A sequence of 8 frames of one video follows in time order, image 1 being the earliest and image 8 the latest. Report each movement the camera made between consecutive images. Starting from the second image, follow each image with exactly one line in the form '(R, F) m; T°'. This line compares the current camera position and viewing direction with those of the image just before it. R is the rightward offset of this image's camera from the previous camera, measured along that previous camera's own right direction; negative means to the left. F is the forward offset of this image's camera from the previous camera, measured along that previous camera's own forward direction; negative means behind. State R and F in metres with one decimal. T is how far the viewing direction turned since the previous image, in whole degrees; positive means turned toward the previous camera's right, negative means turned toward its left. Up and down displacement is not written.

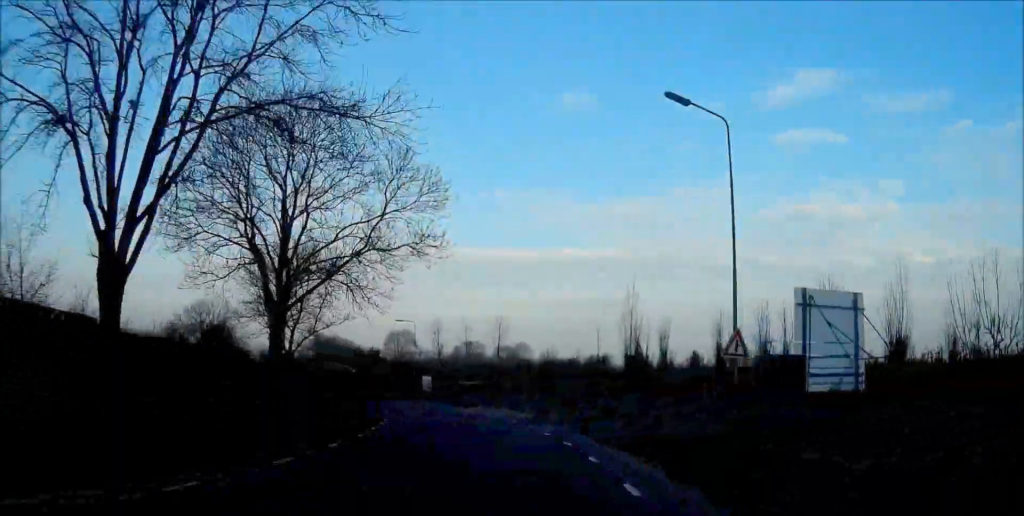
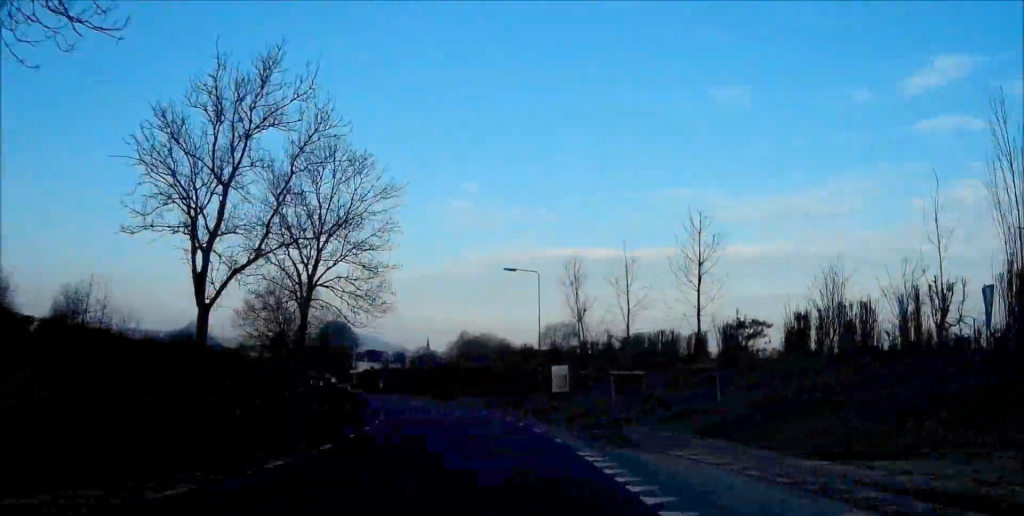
(-3.2, +34.6) m; -12°
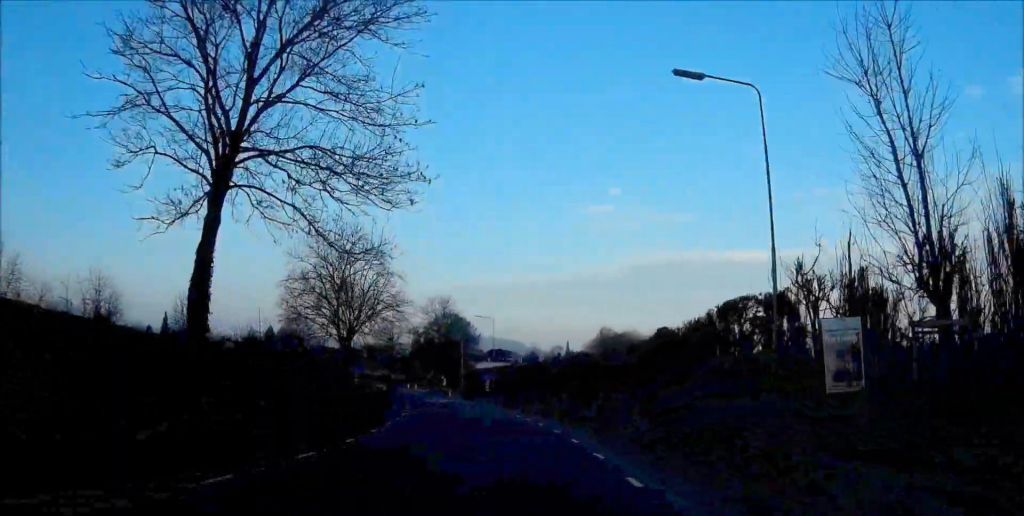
(-2.8, +27.8) m; -9°
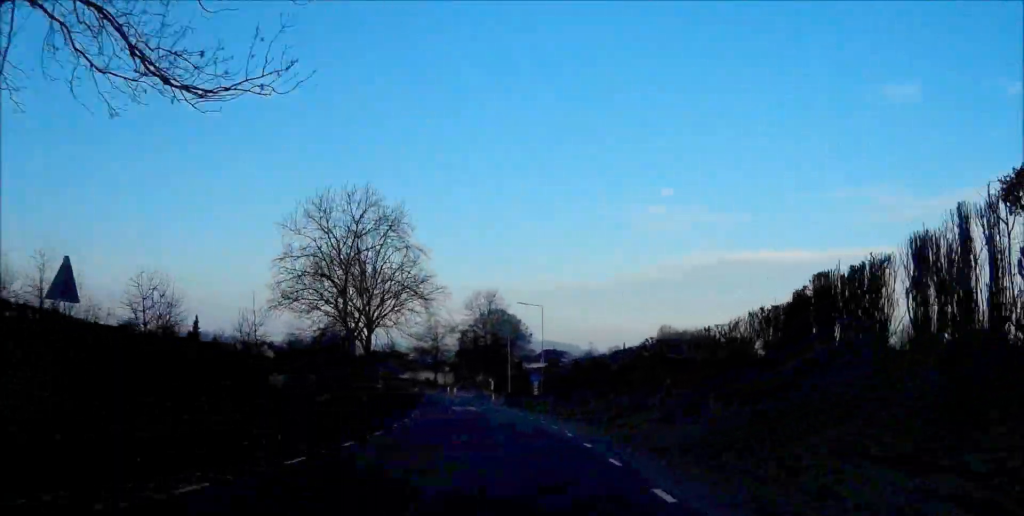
(-0.1, +13.4) m; -4°
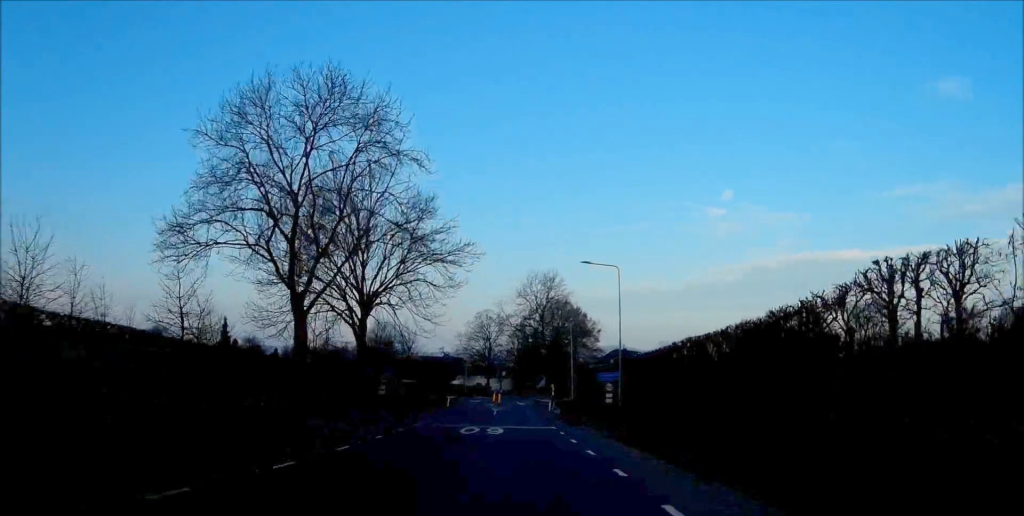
(-1.4, +20.5) m; -3°
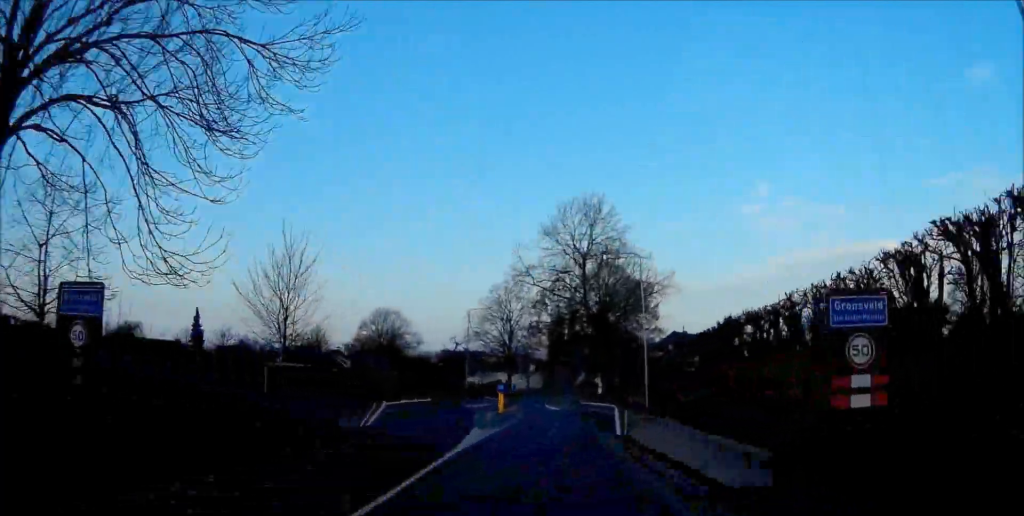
(-0.8, +33.8) m; -2°
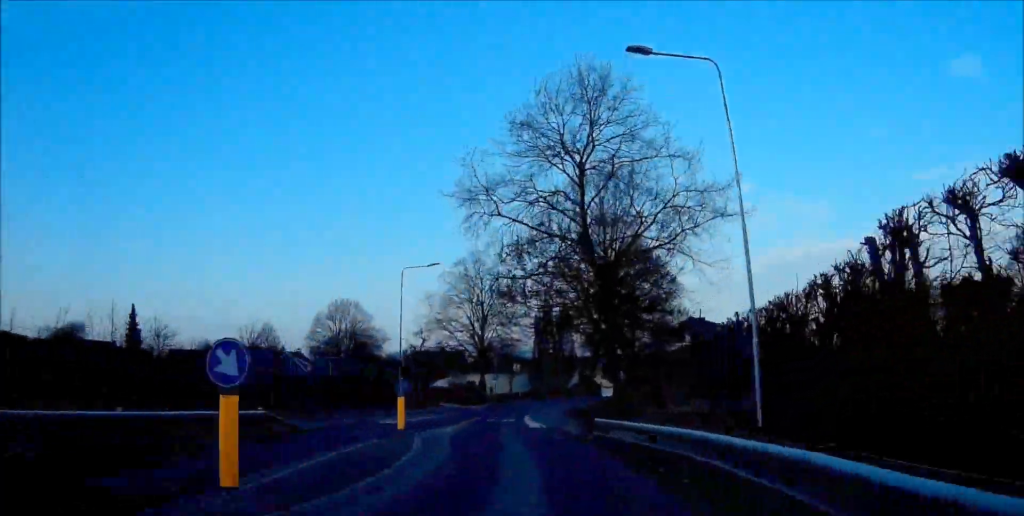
(-0.4, +23.8) m; 0°
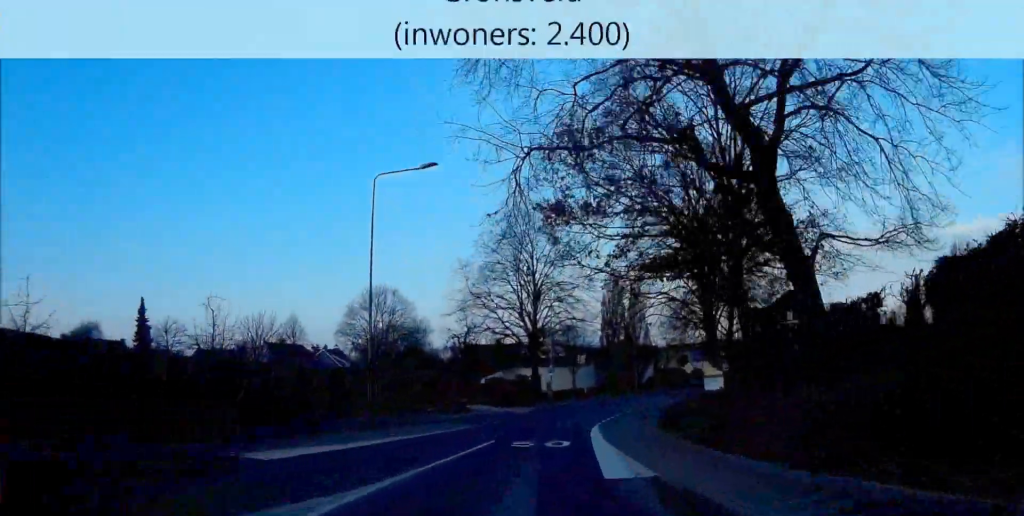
(-0.4, +18.5) m; +1°
